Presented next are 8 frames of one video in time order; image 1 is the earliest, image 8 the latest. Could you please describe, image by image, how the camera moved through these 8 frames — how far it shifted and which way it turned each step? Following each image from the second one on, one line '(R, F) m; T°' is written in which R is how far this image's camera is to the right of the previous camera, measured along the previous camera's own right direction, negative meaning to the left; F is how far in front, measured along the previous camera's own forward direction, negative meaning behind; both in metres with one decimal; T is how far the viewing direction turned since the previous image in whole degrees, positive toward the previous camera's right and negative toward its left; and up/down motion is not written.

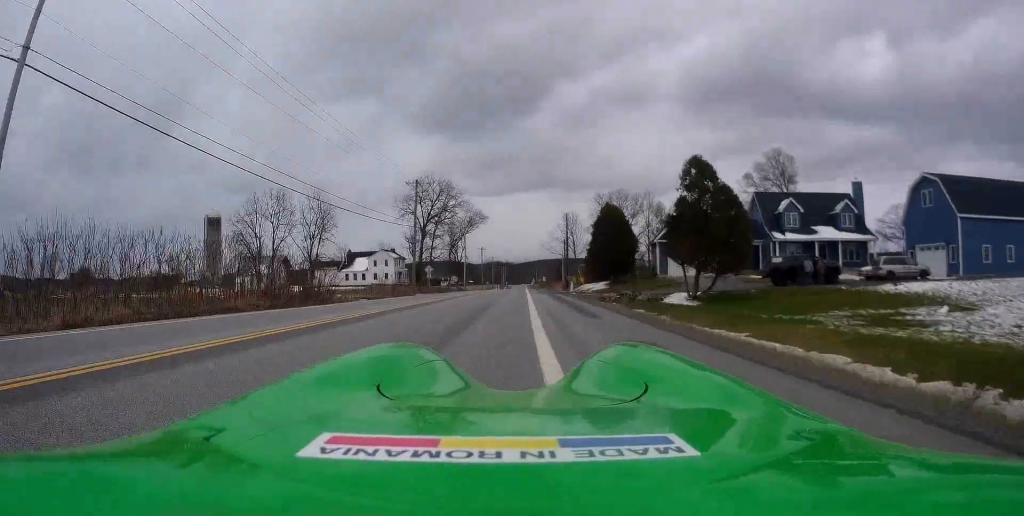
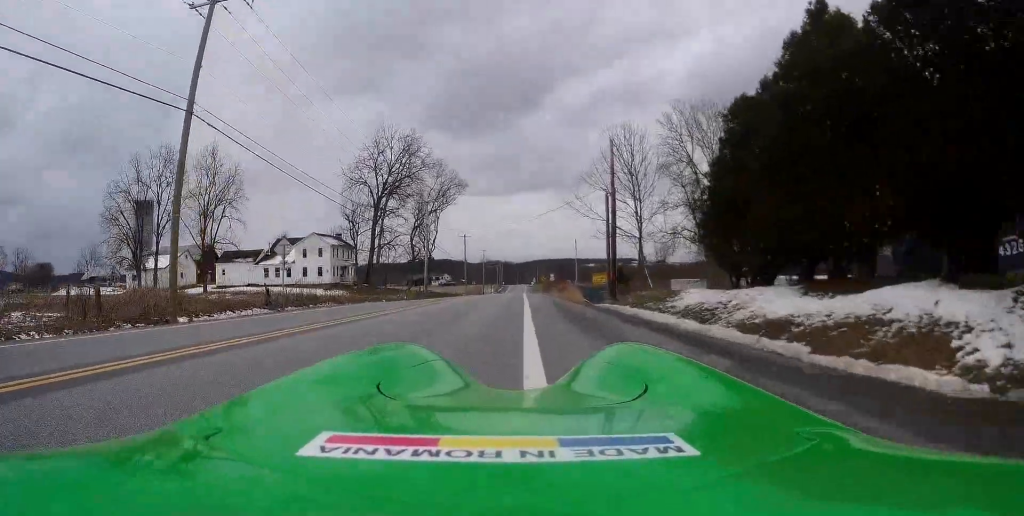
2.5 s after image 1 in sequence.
(0.0, +42.0) m; +1°
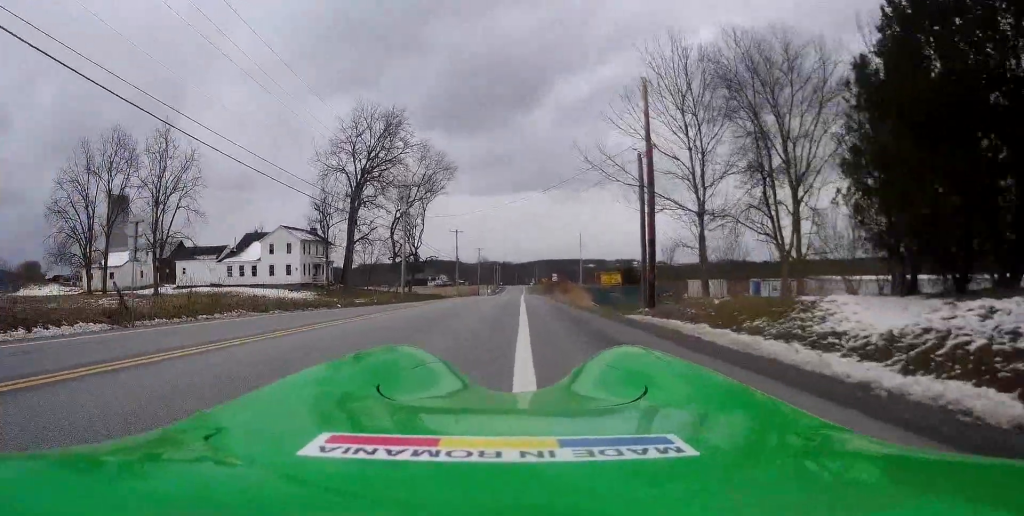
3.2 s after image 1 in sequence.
(+0.1, +11.7) m; 0°
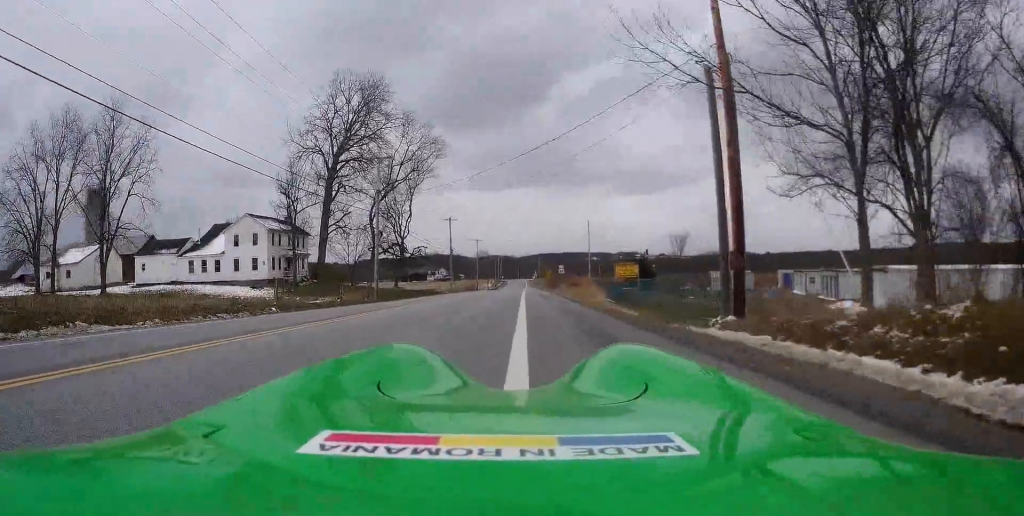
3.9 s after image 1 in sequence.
(-0.1, +10.4) m; 0°
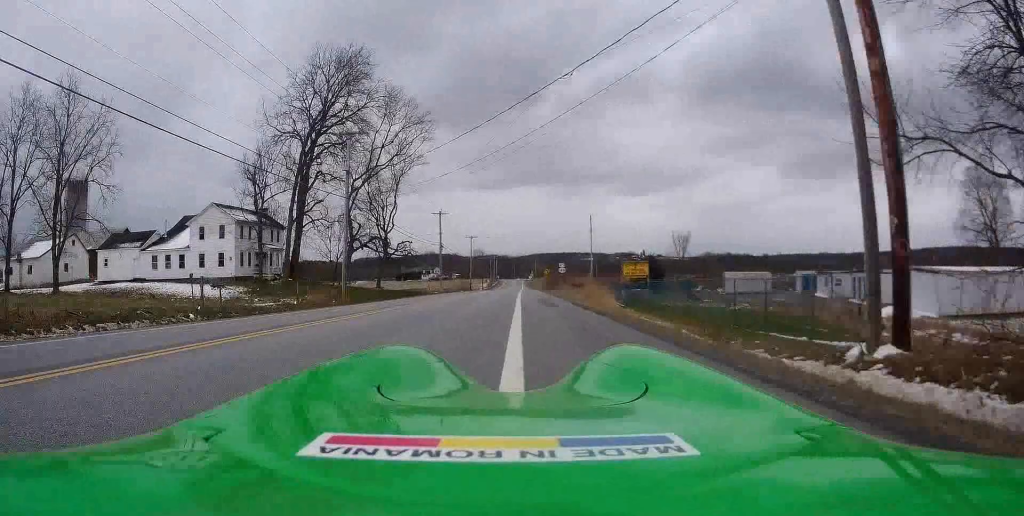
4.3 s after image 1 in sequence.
(0.0, +7.0) m; 0°
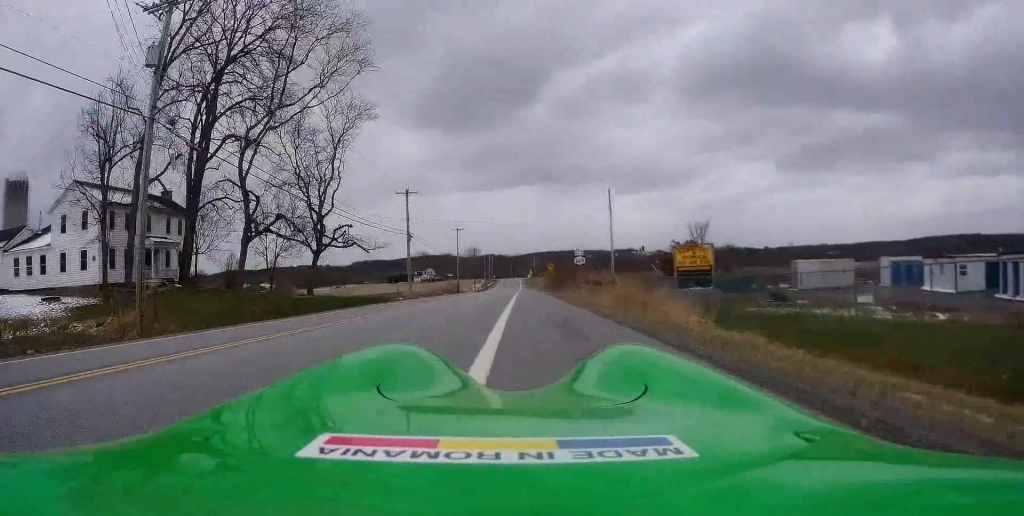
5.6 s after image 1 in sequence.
(0.0, +21.7) m; -1°
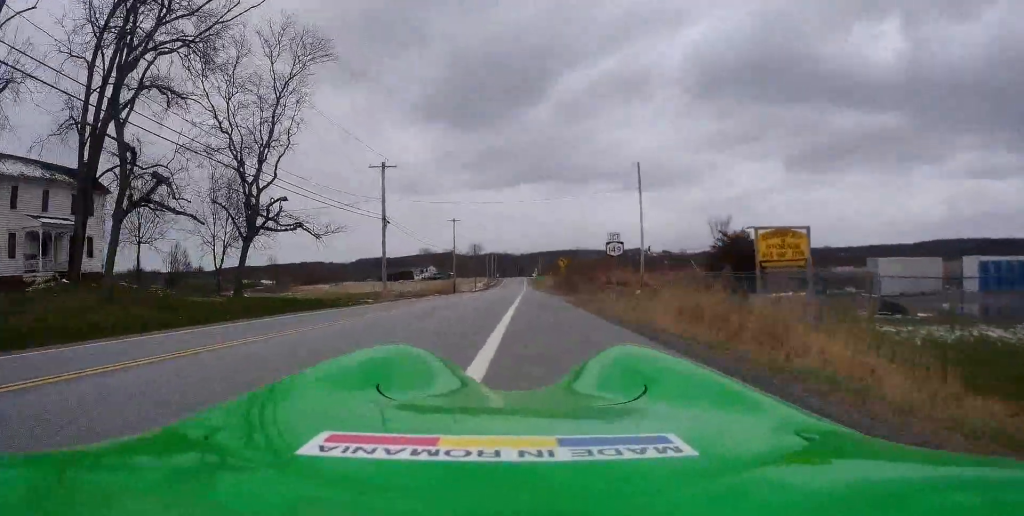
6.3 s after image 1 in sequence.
(-0.1, +12.7) m; -1°
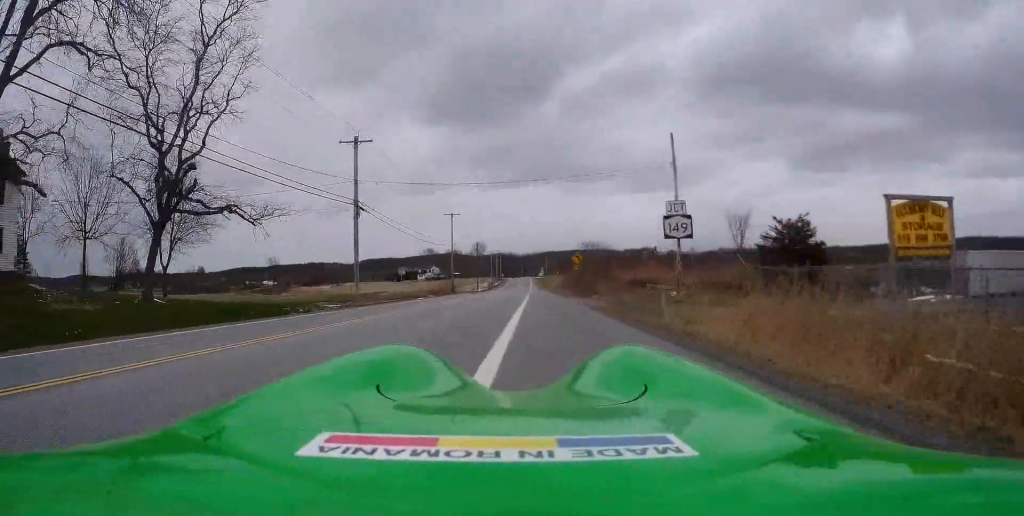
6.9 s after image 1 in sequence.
(-0.2, +9.9) m; 0°
